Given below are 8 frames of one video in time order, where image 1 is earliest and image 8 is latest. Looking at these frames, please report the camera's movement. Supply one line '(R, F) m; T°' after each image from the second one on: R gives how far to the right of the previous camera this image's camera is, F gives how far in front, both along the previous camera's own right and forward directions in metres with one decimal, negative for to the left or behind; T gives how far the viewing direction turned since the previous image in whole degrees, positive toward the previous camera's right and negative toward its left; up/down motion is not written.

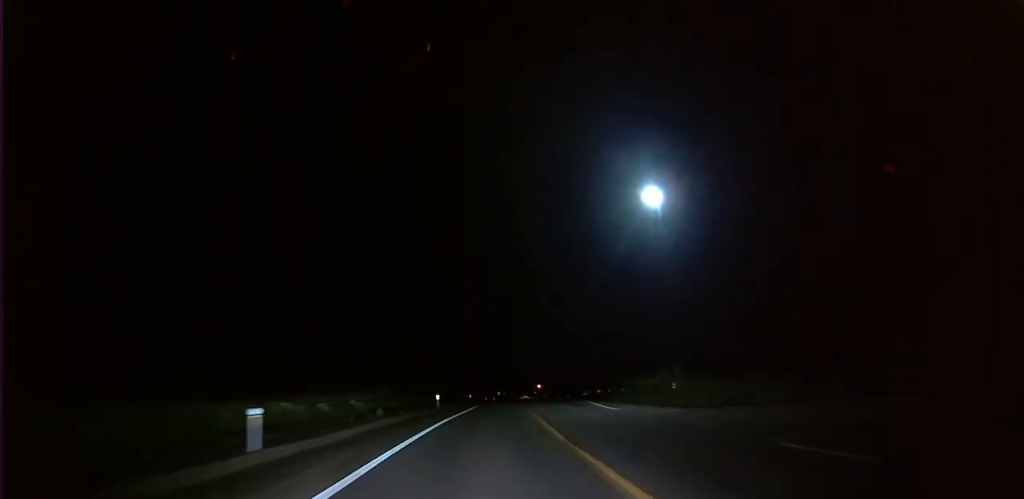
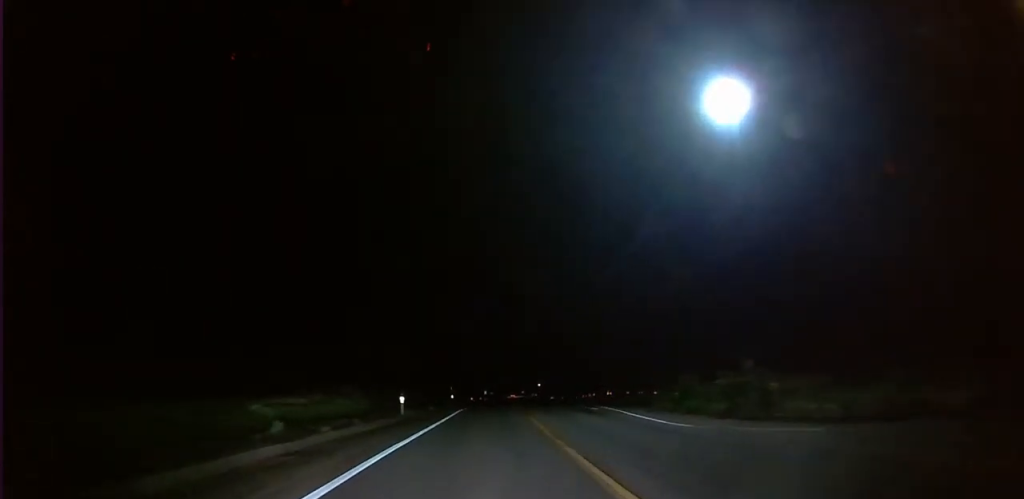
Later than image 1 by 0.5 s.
(-0.3, +12.2) m; 0°
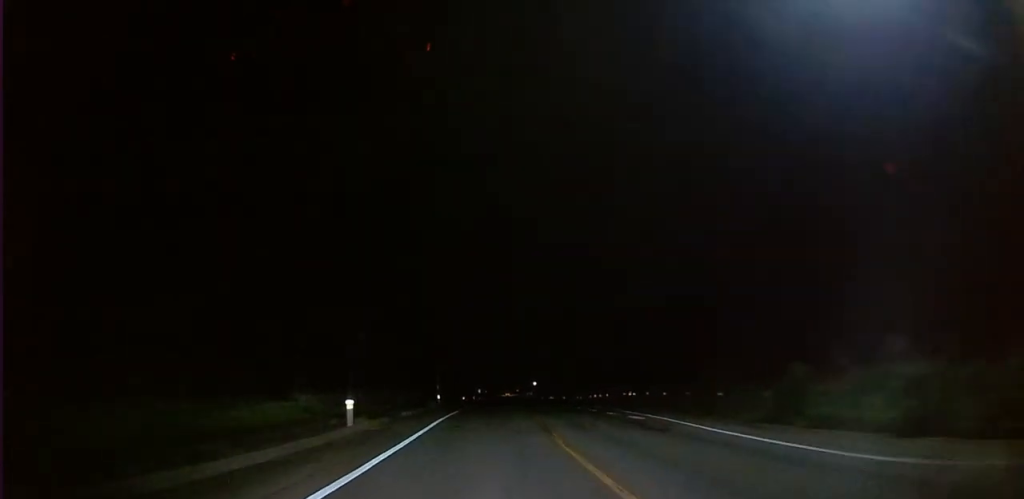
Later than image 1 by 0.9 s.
(-0.5, +10.5) m; 0°
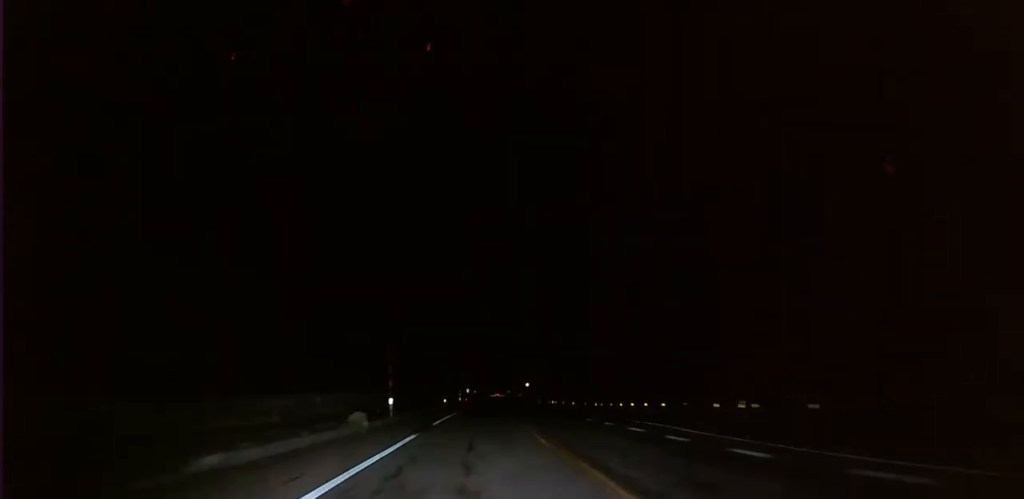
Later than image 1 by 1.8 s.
(+0.7, +21.2) m; +2°
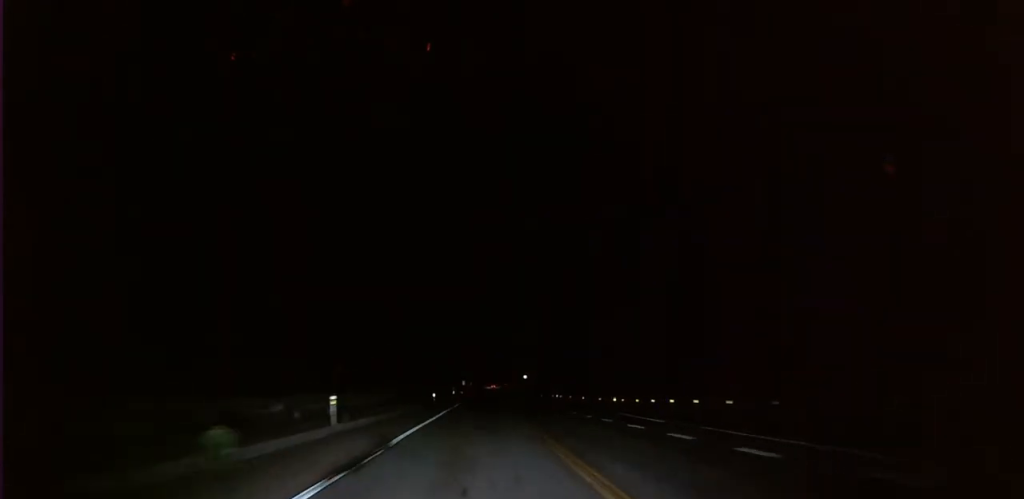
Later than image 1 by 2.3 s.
(+0.2, +10.7) m; +1°
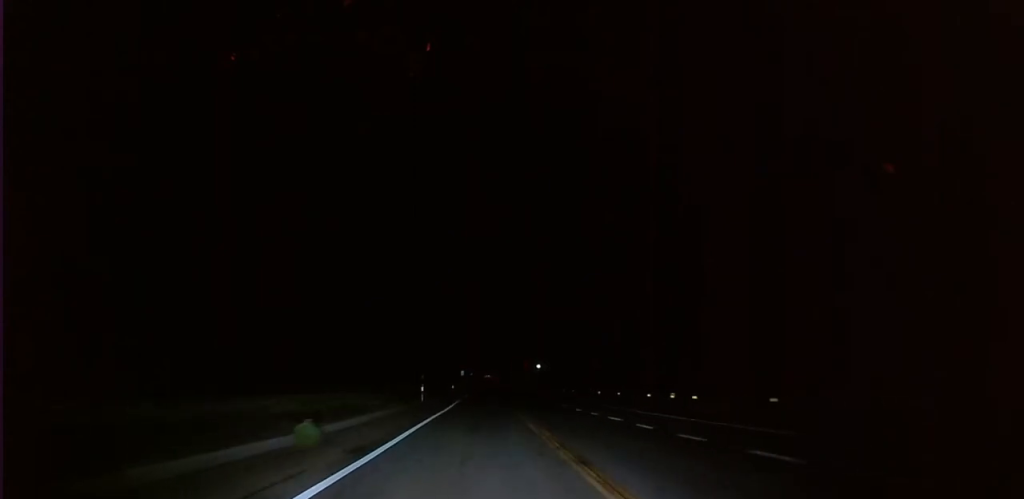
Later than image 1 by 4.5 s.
(+3.4, +55.4) m; +4°
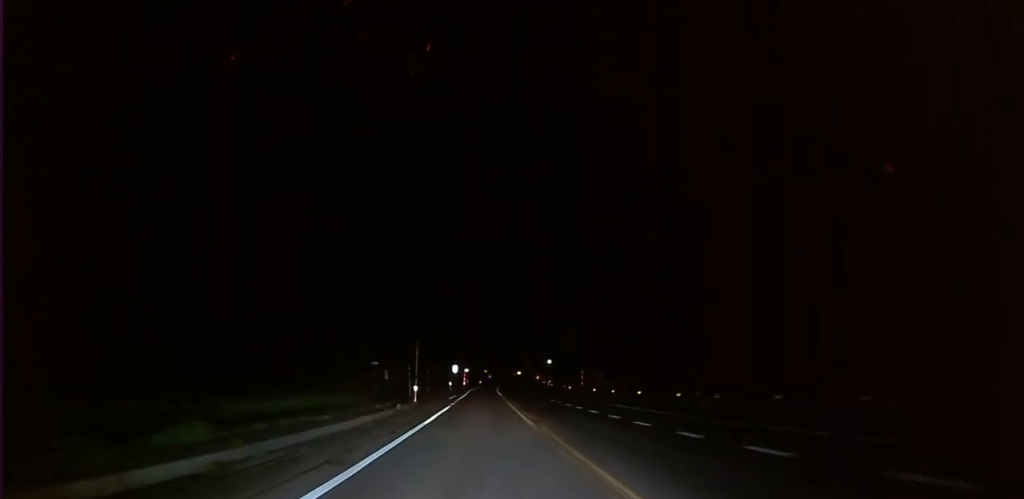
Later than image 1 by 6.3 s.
(-1.4, +44.8) m; -2°
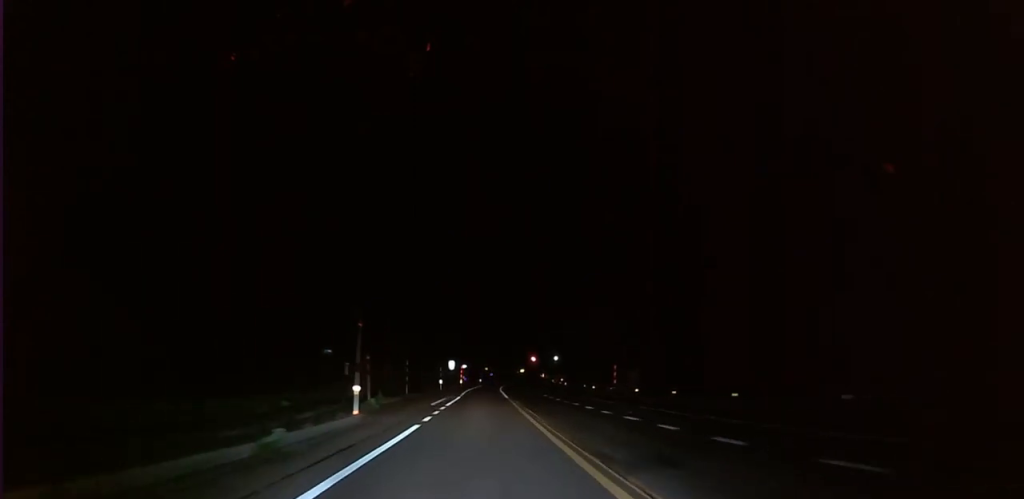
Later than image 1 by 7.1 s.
(0.0, +18.0) m; 0°
